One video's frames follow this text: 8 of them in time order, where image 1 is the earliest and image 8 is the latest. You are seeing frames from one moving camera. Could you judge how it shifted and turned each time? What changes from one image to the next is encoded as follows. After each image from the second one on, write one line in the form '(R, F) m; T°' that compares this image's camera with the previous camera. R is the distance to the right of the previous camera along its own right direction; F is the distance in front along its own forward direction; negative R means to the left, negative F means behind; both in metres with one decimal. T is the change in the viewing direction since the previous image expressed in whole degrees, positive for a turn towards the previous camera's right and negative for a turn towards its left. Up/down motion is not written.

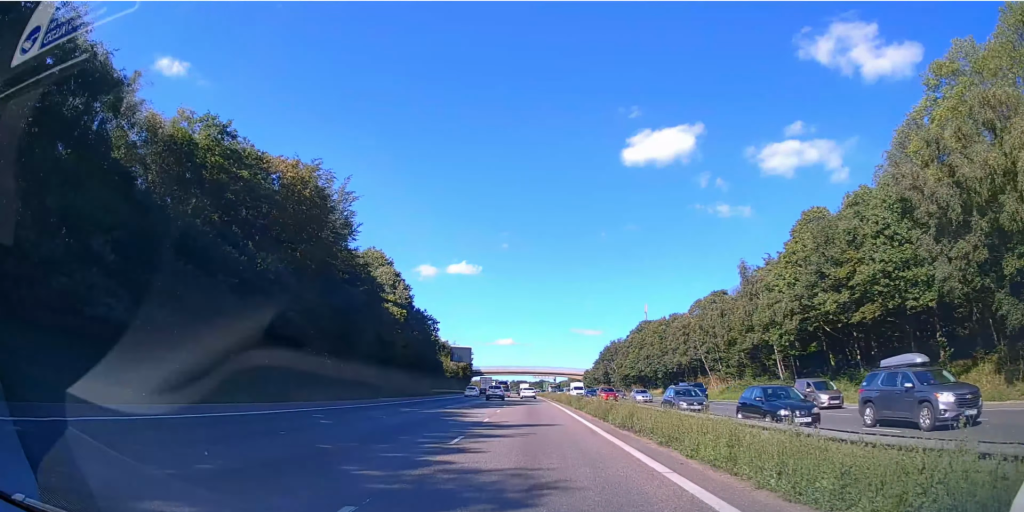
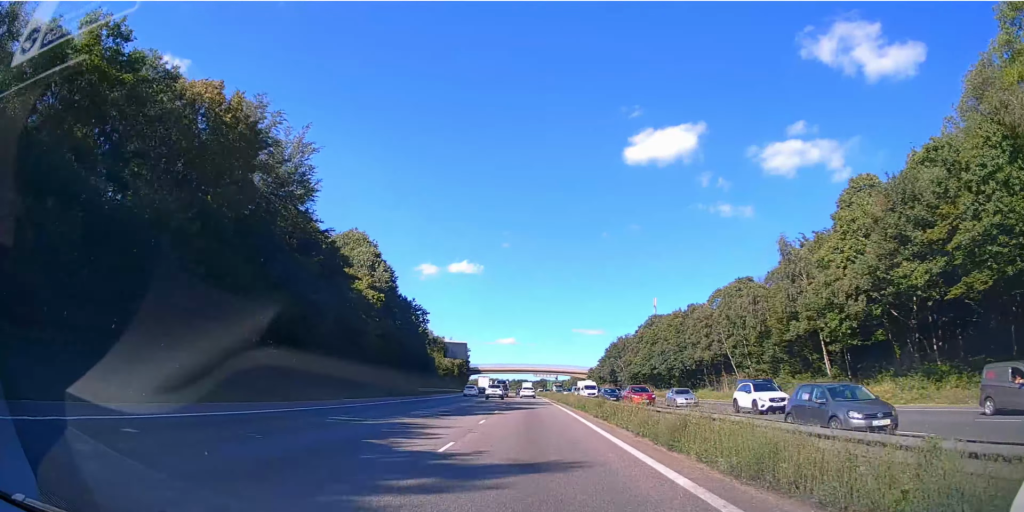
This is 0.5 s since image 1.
(-0.1, +10.2) m; 0°
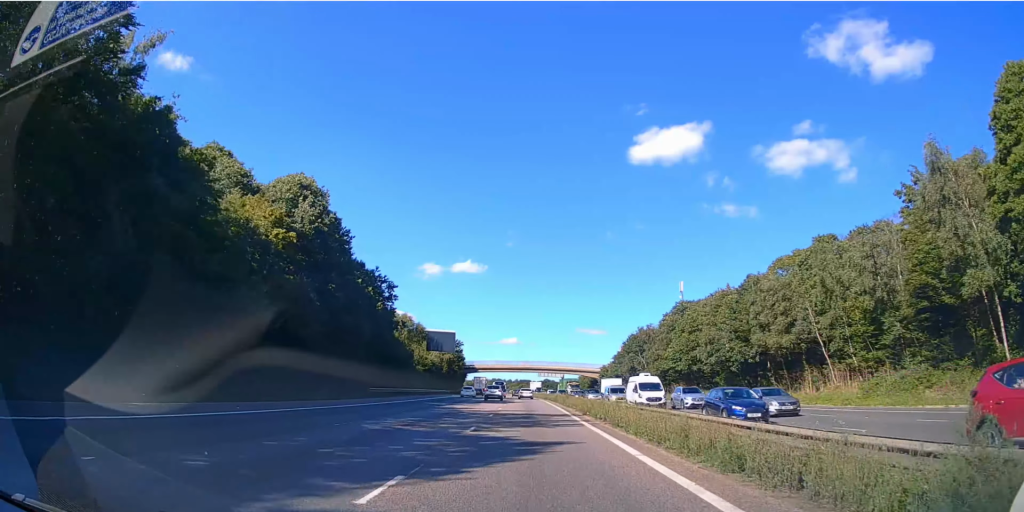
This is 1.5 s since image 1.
(0.0, +20.6) m; 0°
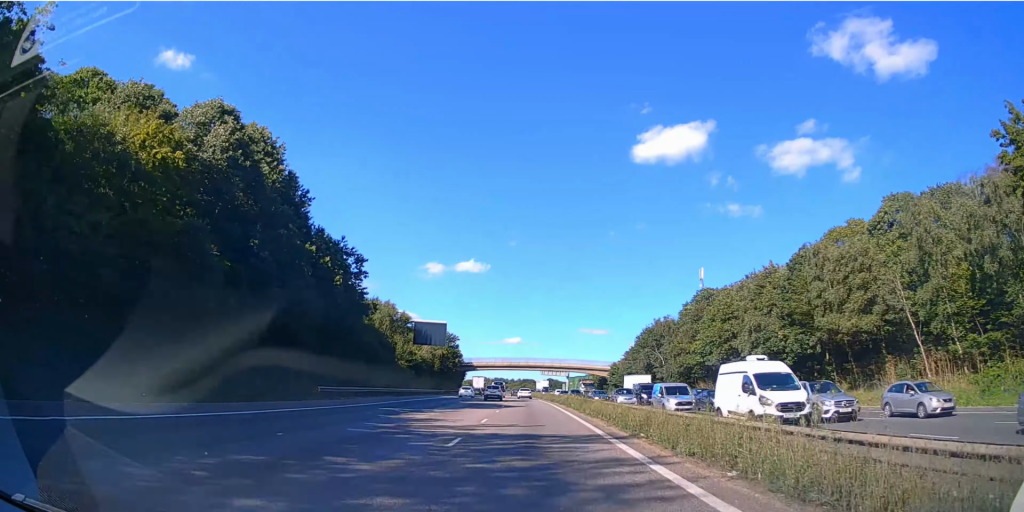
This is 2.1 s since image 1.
(0.0, +11.2) m; 0°
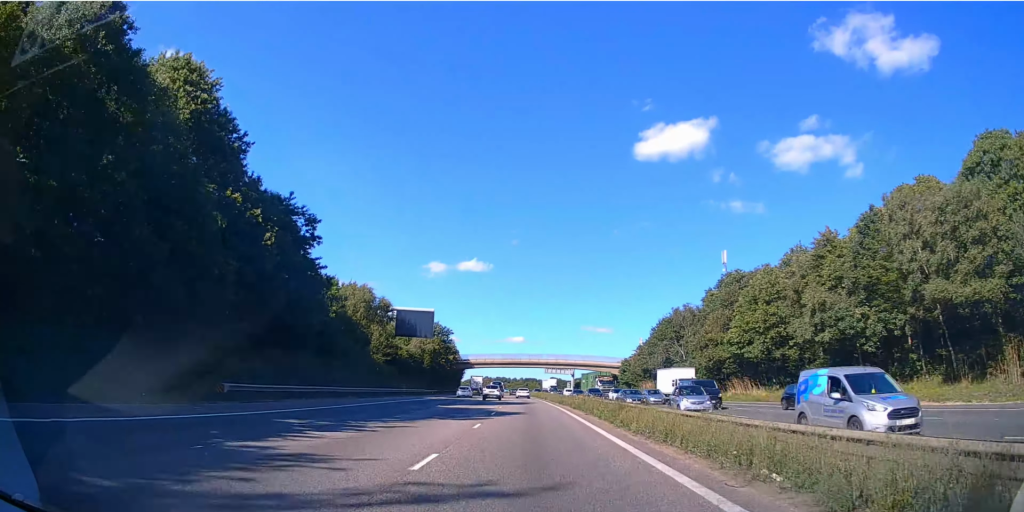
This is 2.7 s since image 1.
(0.0, +10.4) m; 0°
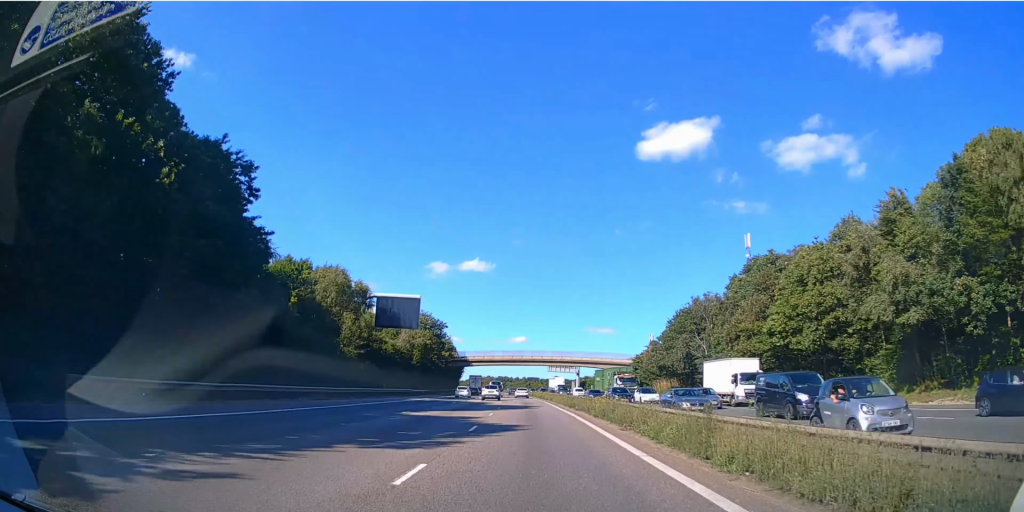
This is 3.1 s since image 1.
(0.0, +8.0) m; 0°
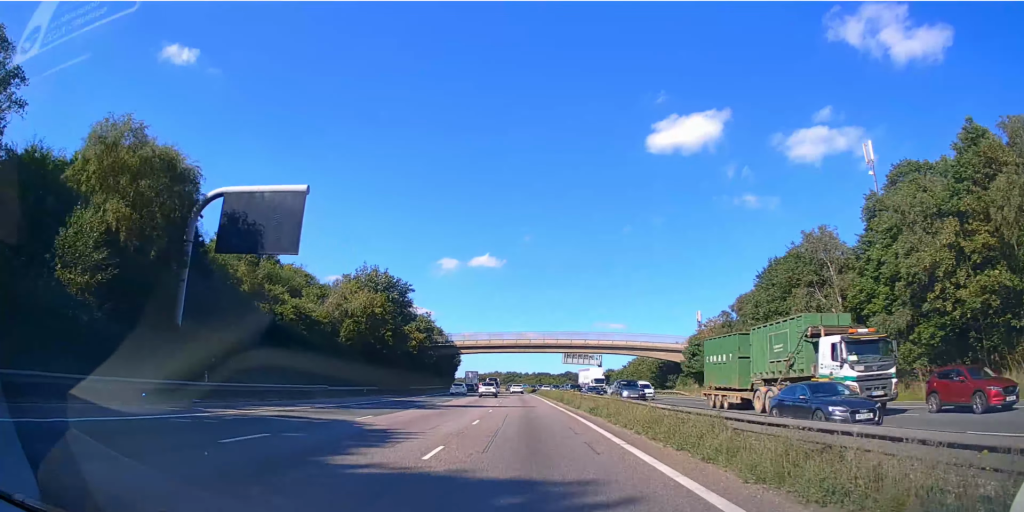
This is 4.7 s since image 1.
(-0.1, +30.5) m; -1°
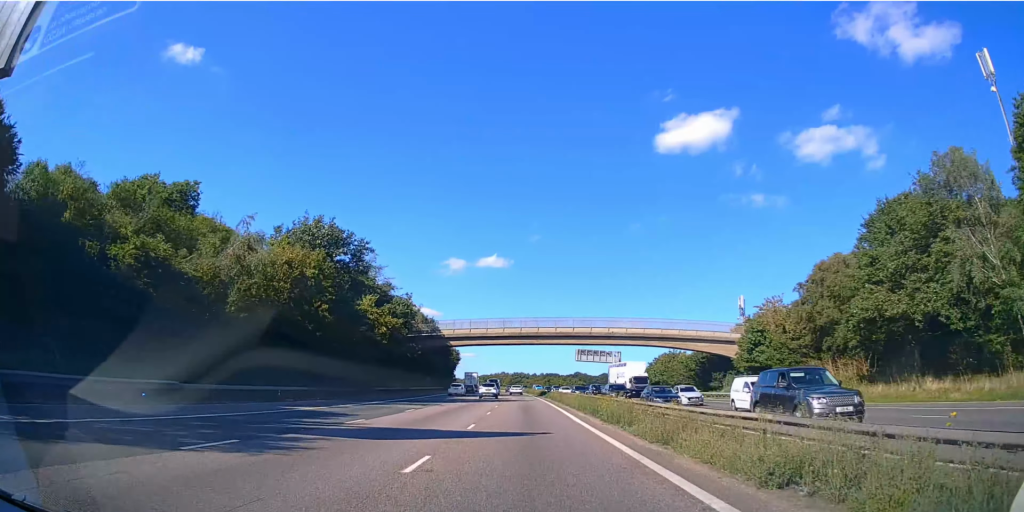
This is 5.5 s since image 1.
(-0.2, +17.7) m; -1°
